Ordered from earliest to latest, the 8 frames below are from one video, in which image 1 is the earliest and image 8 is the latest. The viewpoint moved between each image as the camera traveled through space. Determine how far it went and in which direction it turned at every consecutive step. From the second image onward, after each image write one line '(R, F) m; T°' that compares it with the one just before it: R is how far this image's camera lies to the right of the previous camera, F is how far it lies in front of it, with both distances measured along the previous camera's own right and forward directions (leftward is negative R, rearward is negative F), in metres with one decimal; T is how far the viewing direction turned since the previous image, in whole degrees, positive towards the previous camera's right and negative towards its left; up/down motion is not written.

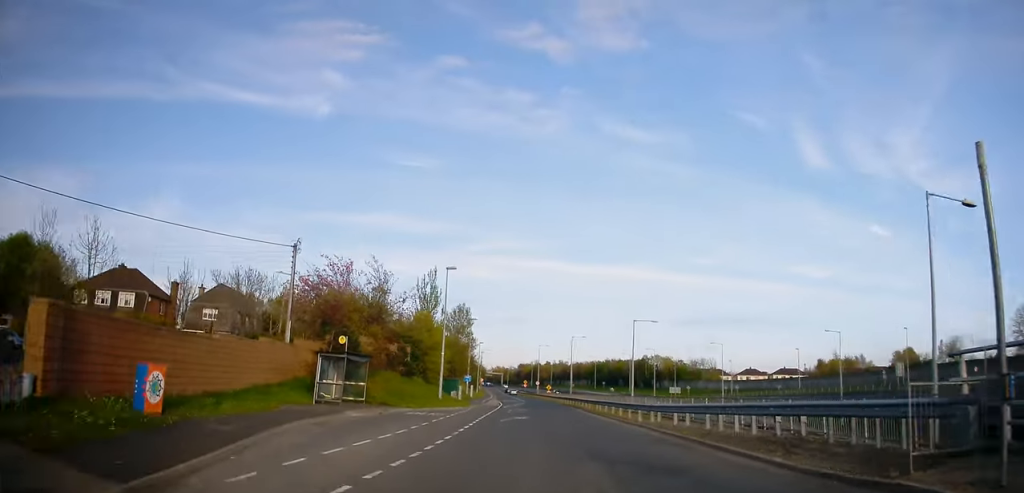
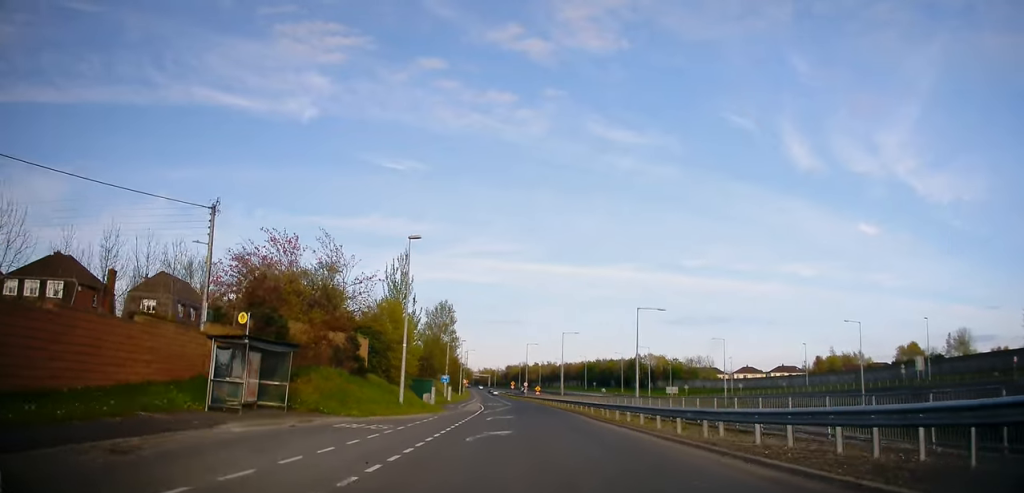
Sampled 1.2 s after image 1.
(-0.1, +10.5) m; -2°
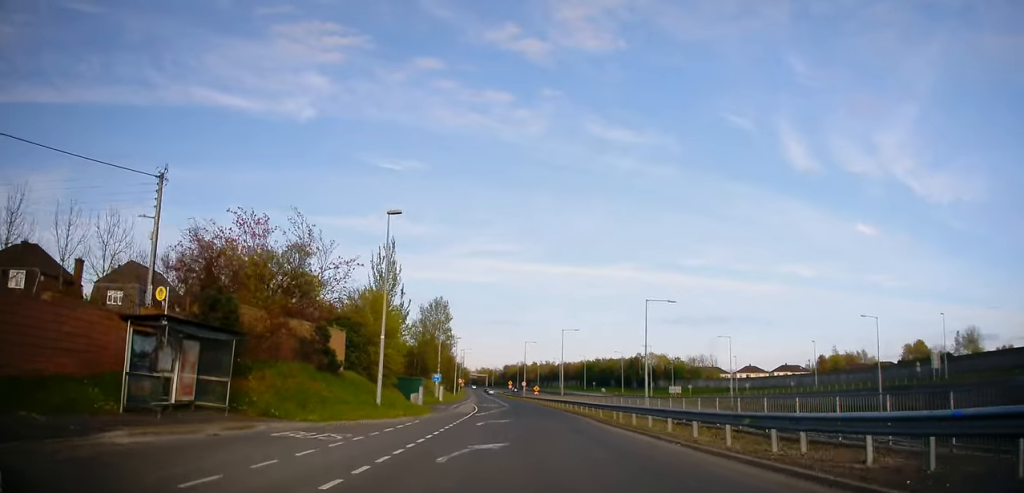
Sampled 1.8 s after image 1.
(-0.1, +5.2) m; 0°
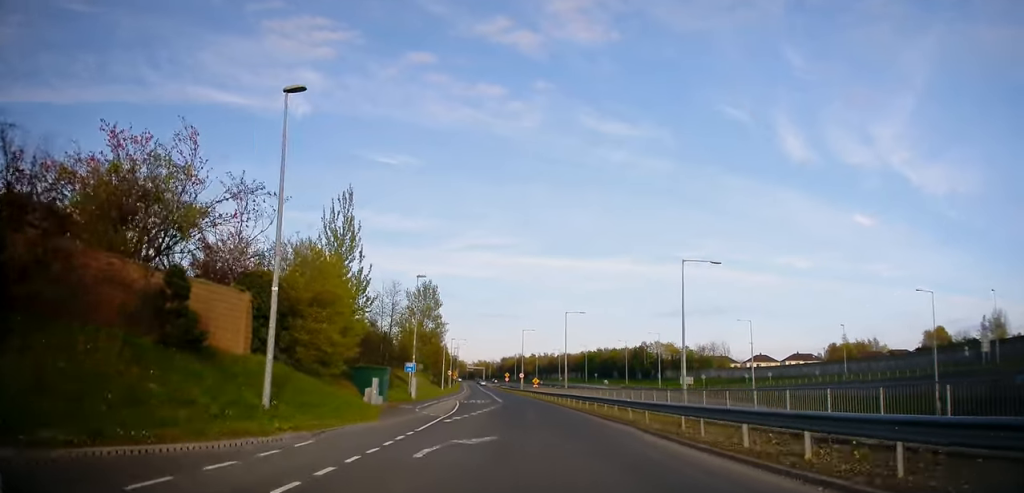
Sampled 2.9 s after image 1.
(+0.2, +12.7) m; +1°
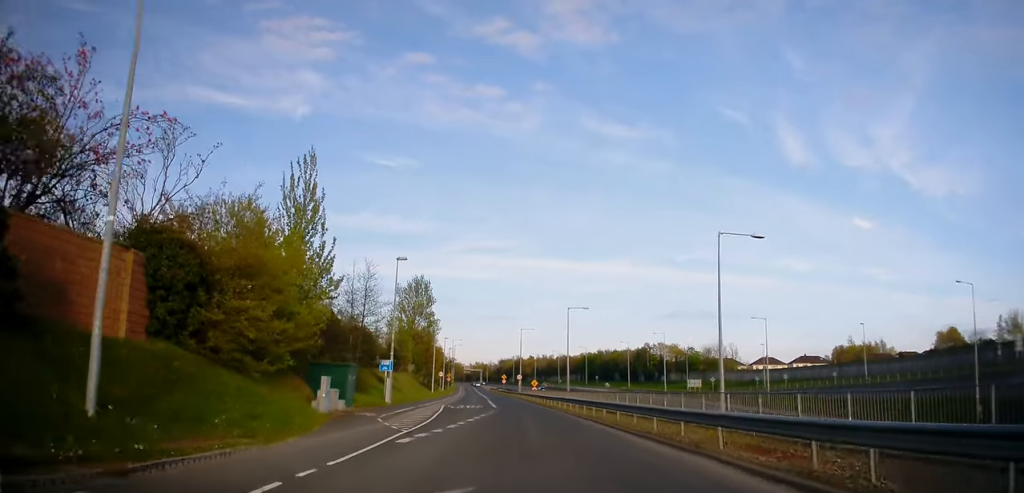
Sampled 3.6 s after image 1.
(+0.3, +7.8) m; -1°
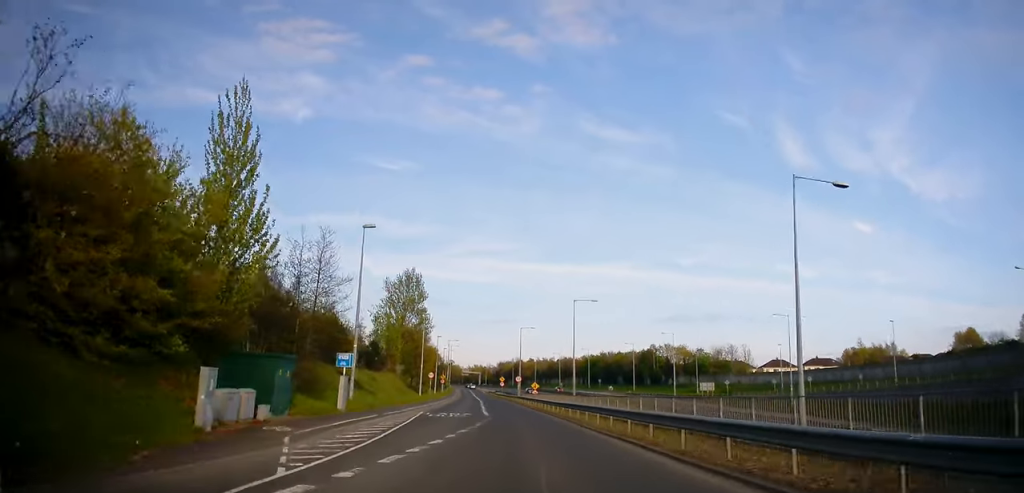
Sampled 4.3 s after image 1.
(-0.6, +9.5) m; -1°
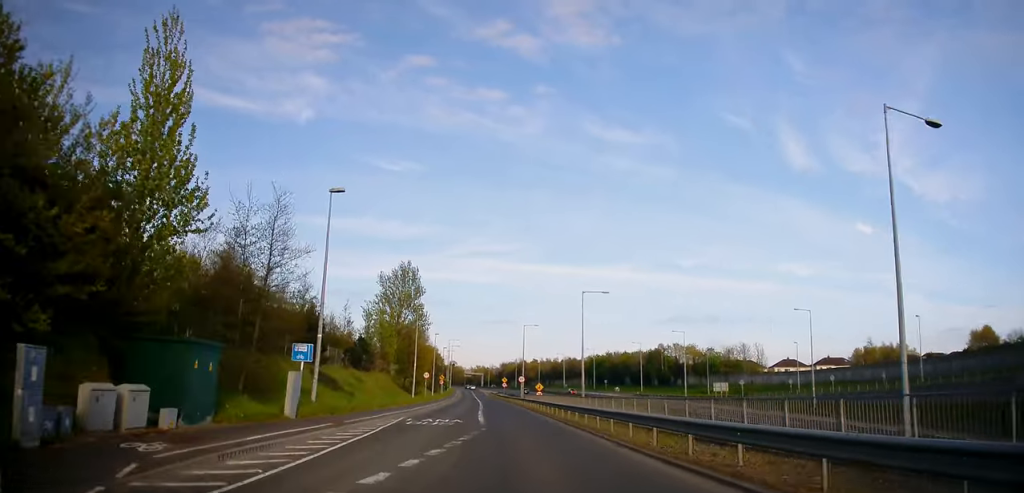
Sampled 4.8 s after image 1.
(0.0, +6.9) m; 0°
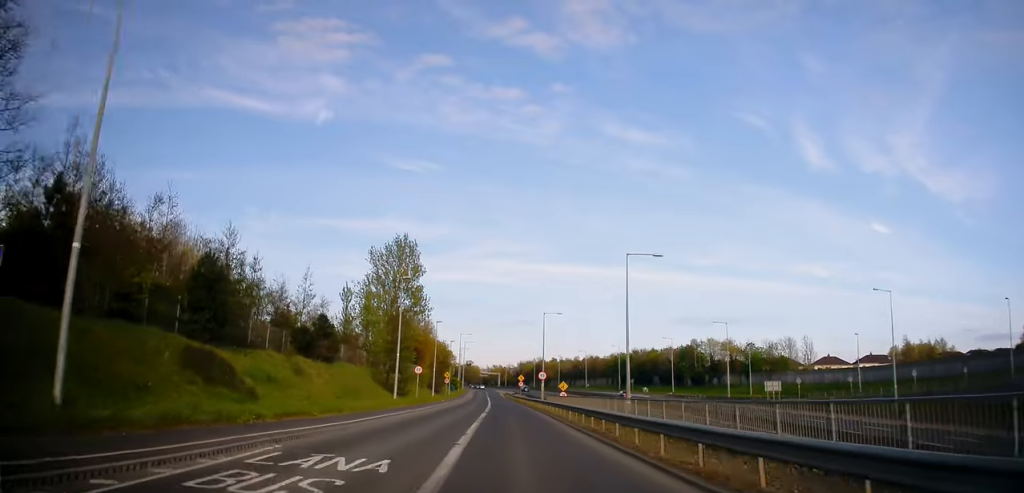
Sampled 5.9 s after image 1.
(+0.2, +17.1) m; 0°
